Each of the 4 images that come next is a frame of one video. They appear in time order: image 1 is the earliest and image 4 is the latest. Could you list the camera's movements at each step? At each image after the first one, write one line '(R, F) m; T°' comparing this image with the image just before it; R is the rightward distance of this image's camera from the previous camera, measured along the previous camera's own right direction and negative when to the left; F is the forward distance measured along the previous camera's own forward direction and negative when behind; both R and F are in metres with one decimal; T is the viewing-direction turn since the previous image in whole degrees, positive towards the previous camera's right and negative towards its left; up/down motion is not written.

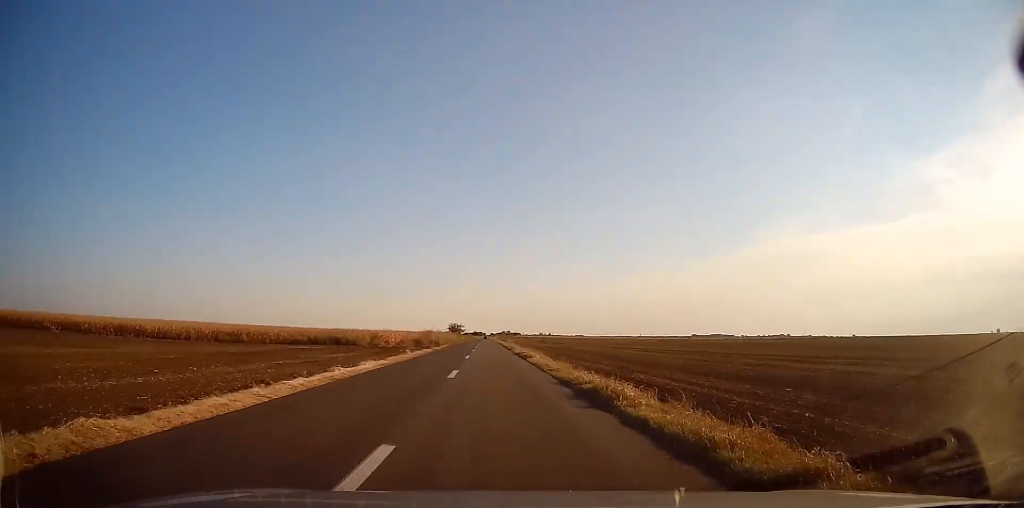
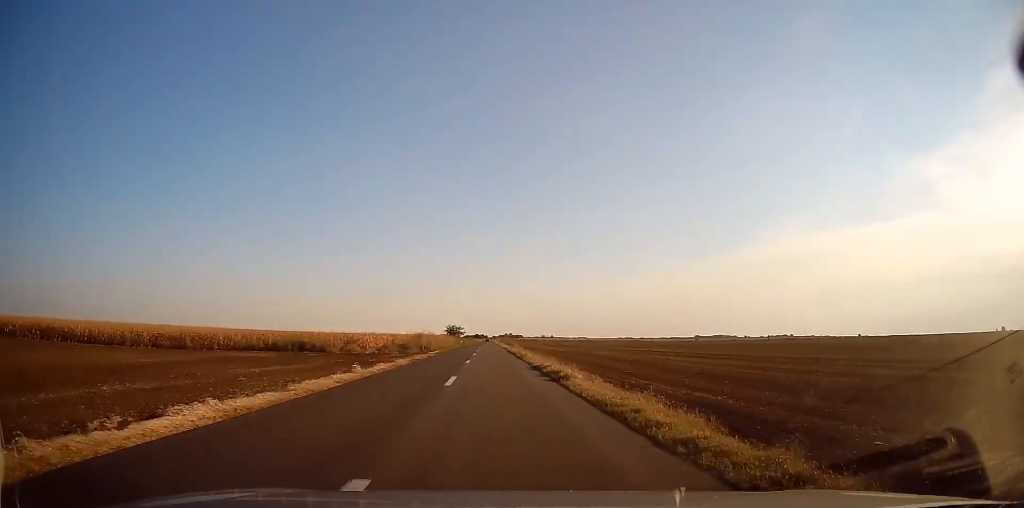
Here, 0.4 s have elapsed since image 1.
(0.0, +13.1) m; 0°
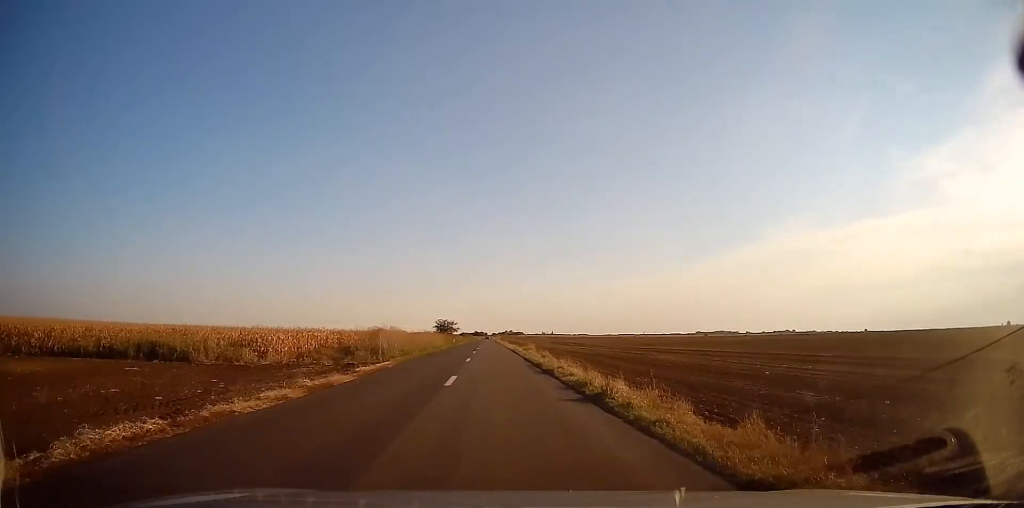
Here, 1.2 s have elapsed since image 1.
(+0.3, +24.3) m; 0°
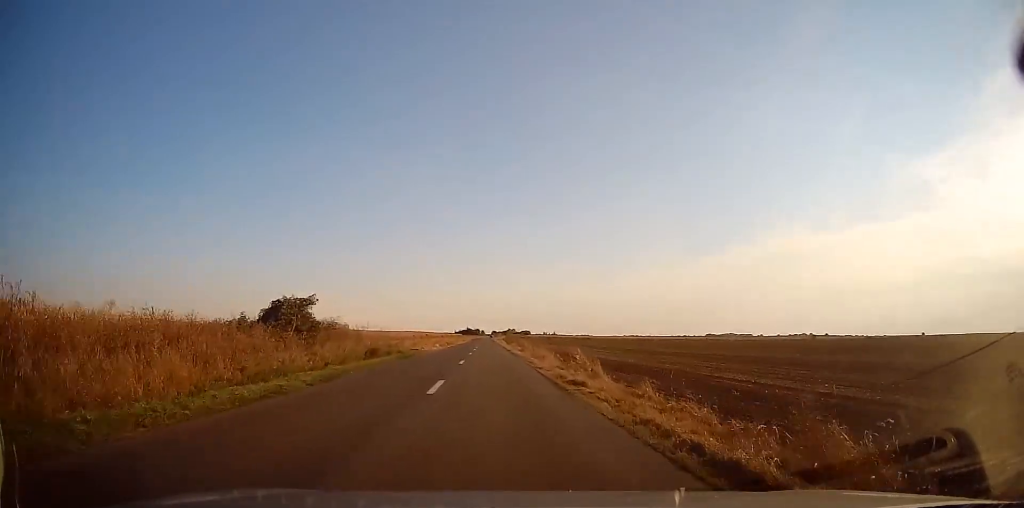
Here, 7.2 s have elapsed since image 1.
(-1.0, +180.9) m; 0°
